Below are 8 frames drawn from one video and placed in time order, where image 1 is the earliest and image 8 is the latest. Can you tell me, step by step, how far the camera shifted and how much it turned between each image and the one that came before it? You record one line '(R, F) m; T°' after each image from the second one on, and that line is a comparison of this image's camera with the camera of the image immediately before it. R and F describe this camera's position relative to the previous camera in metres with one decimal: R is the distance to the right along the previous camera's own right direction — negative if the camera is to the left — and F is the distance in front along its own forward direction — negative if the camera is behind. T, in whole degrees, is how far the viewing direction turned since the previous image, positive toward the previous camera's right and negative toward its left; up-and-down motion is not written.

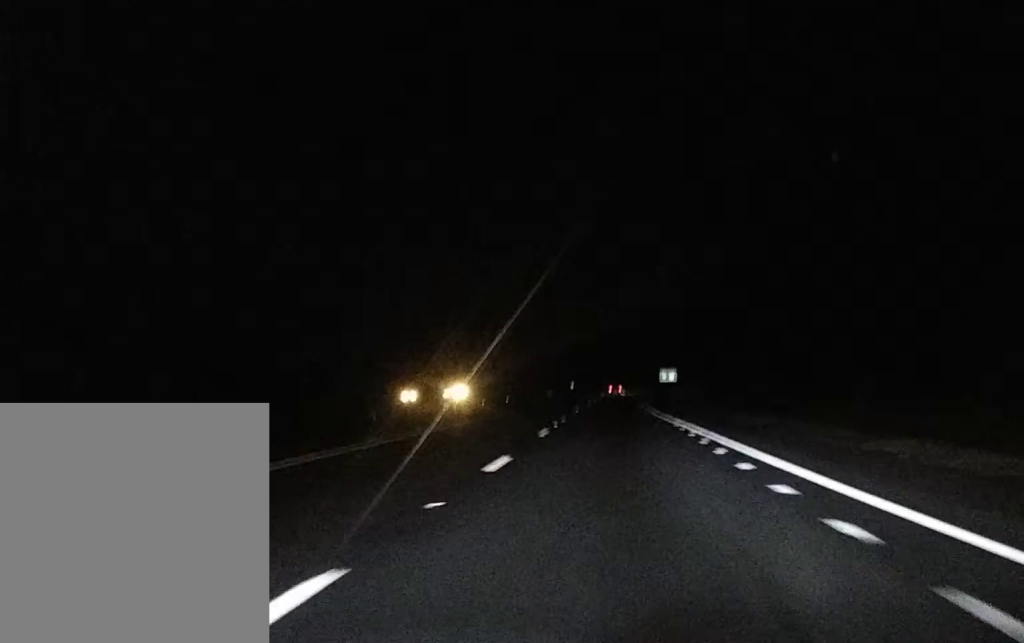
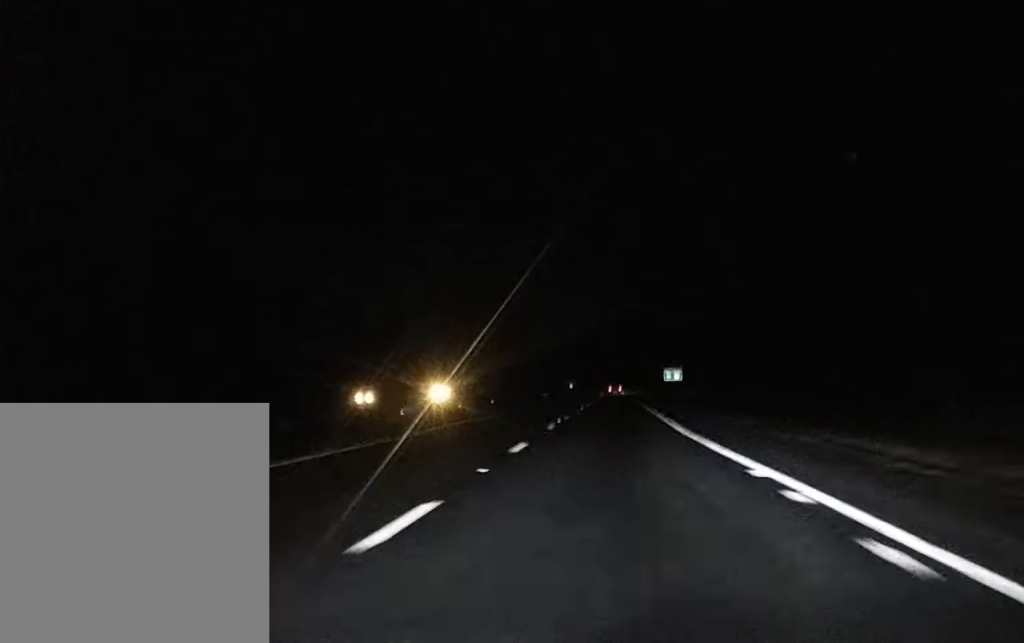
(0.0, +20.4) m; 0°
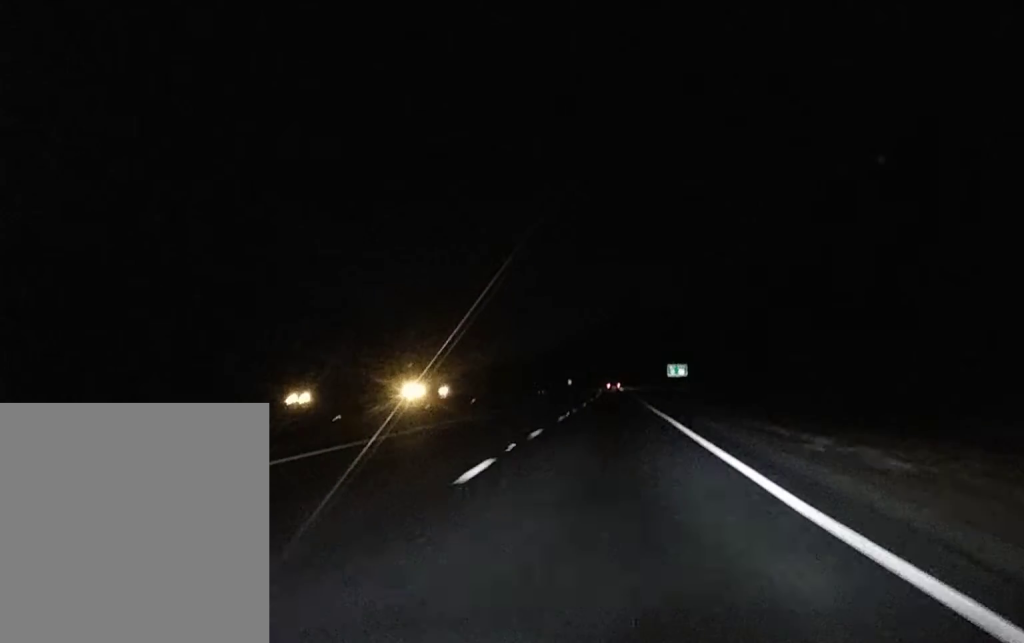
(0.0, +19.7) m; 0°
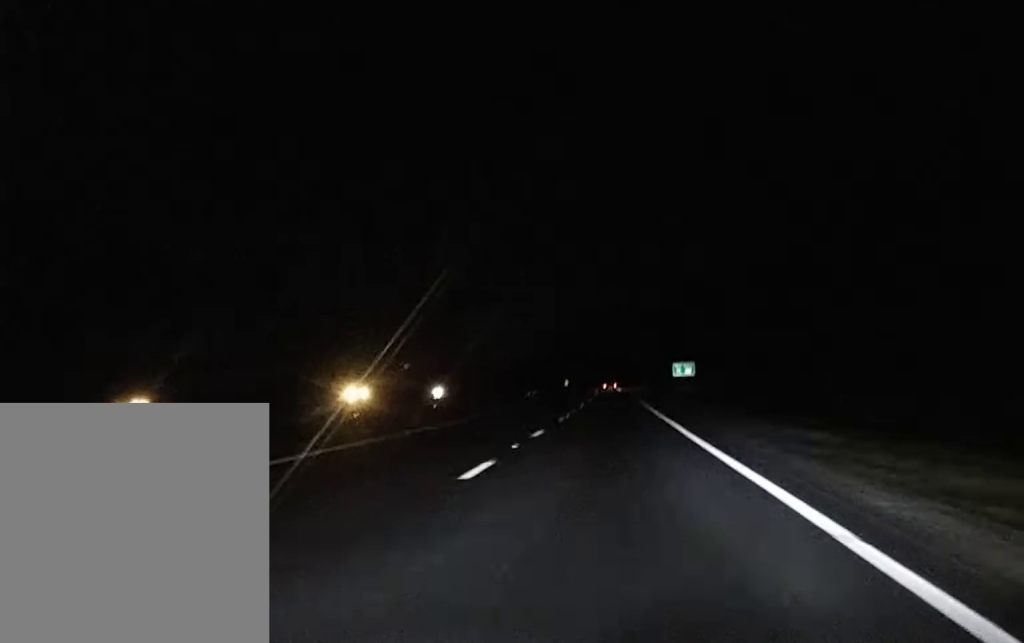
(-0.1, +23.9) m; 0°
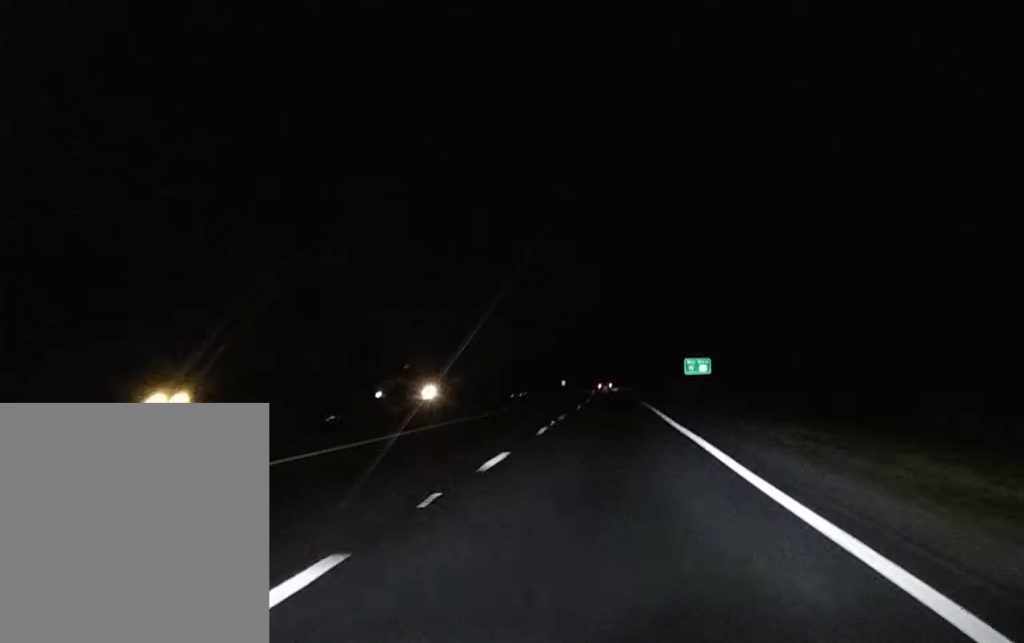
(-0.2, +33.4) m; 0°
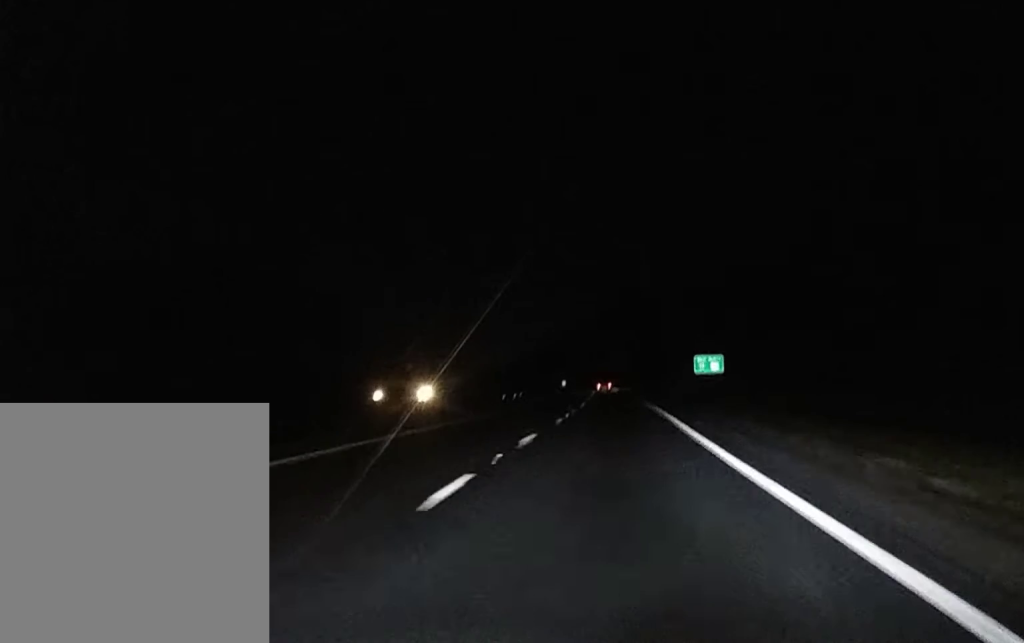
(0.0, +16.4) m; 0°
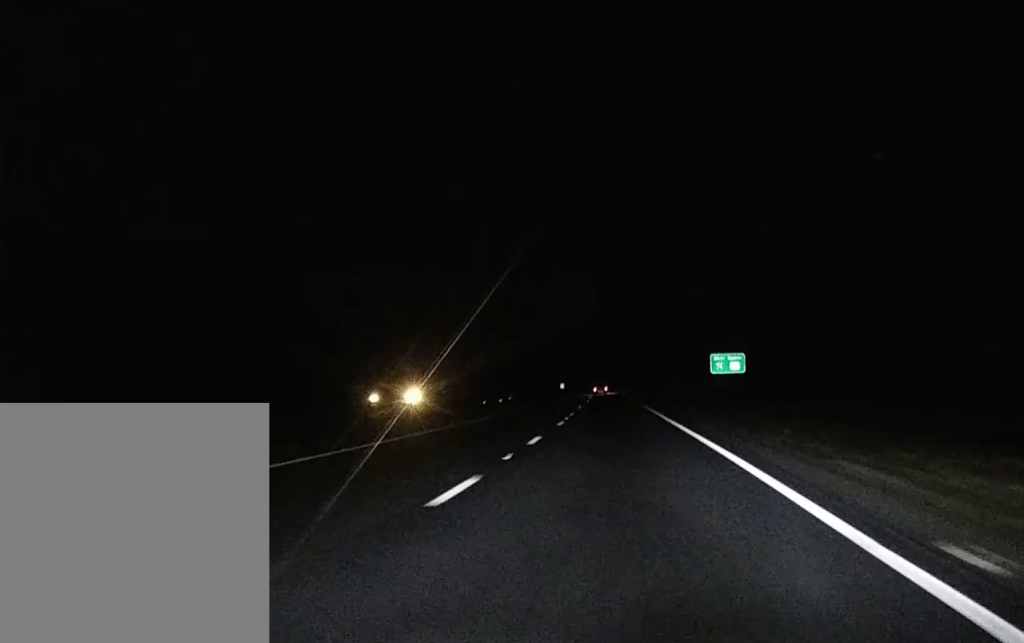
(-0.1, +24.3) m; 0°
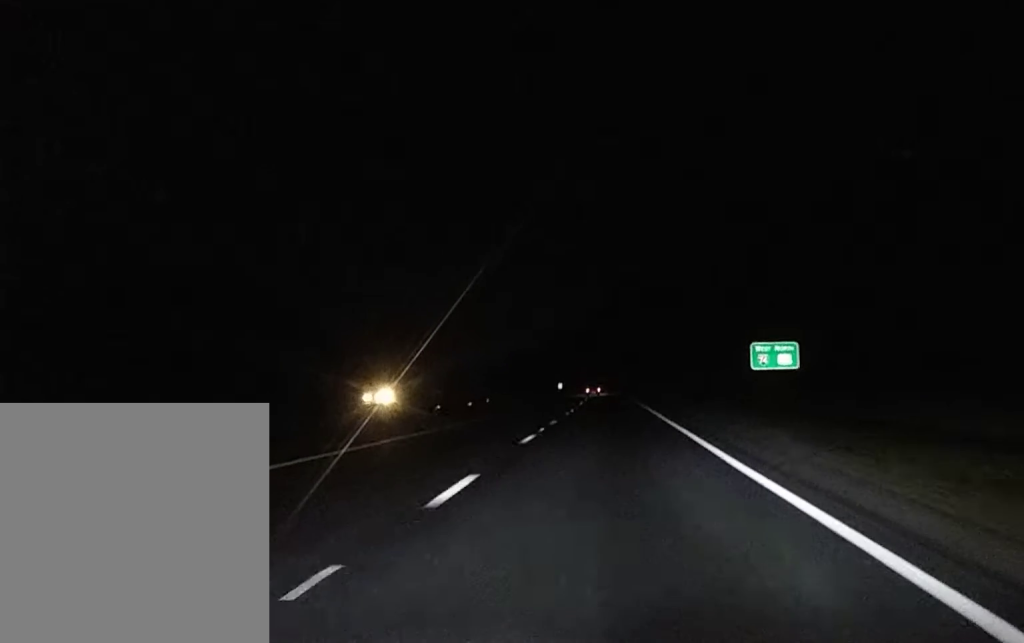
(0.0, +30.4) m; 0°
